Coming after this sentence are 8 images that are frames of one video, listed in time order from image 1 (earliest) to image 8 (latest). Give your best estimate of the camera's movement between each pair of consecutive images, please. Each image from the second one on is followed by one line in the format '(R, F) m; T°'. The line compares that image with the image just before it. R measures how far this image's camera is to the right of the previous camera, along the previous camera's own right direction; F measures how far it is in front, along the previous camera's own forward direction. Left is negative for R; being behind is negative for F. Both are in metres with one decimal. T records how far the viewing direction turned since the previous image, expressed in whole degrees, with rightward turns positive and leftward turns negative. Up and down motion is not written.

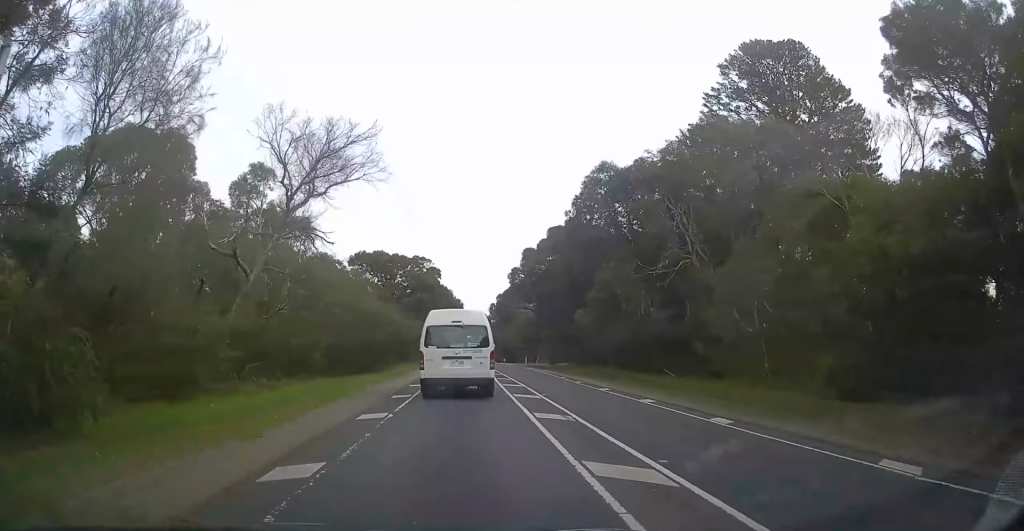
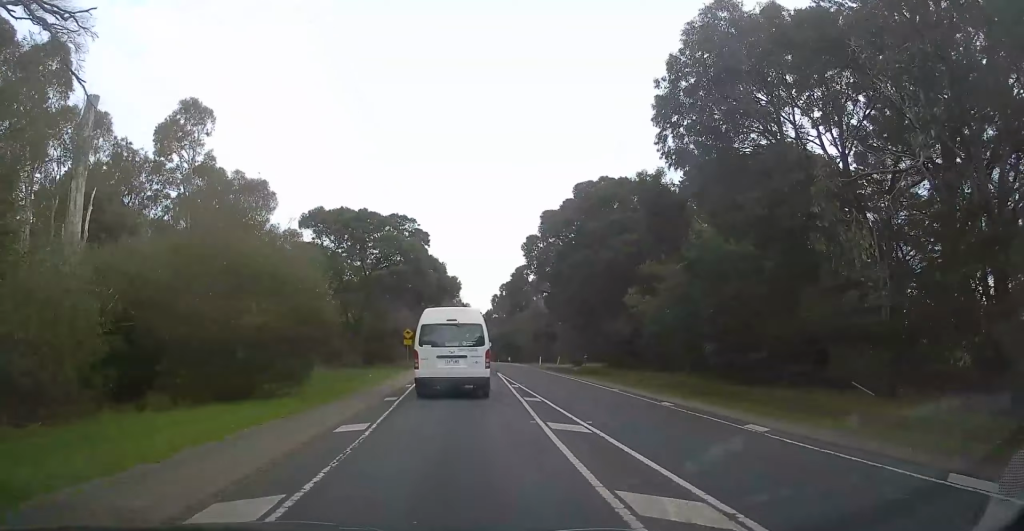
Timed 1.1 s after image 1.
(0.0, +18.3) m; -1°
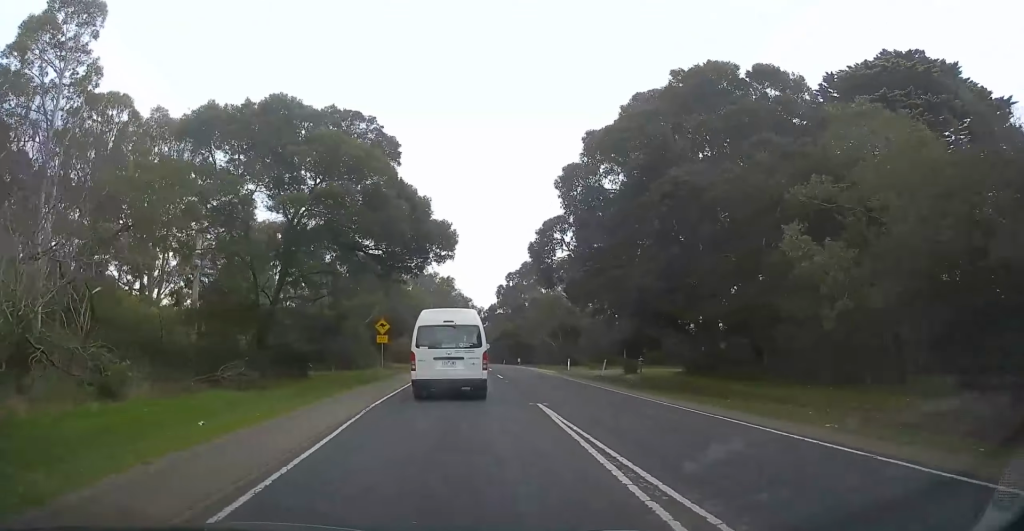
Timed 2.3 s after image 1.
(-0.5, +19.8) m; -1°
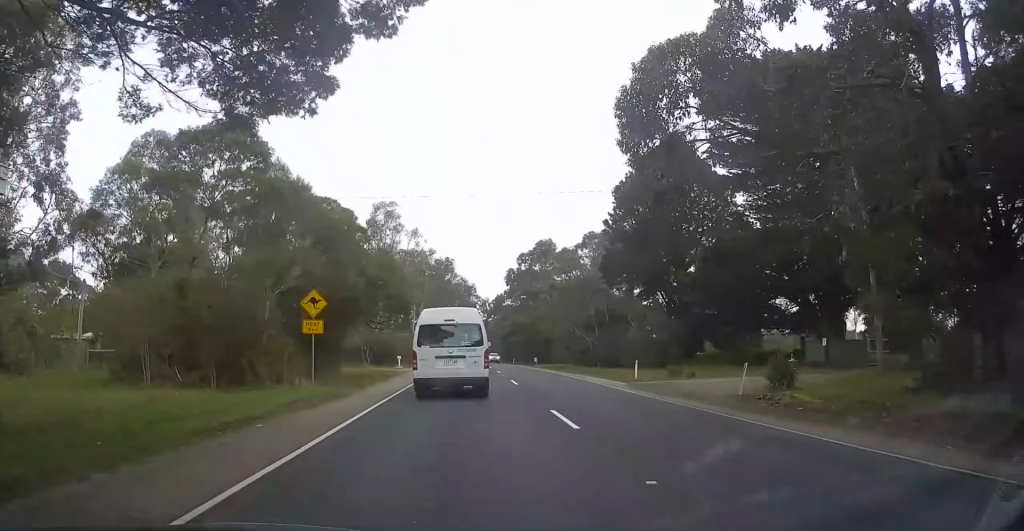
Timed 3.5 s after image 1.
(+0.4, +20.0) m; +2°
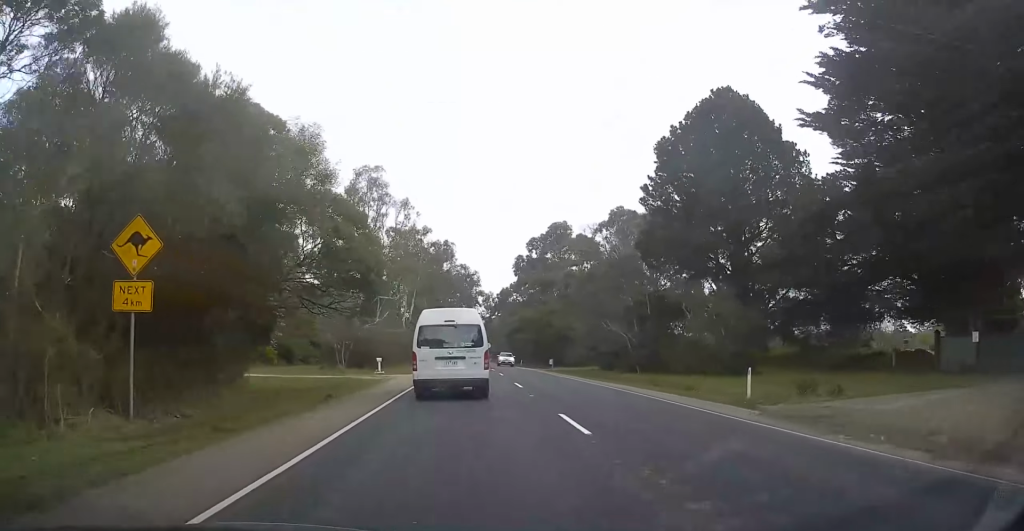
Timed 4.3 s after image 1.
(0.0, +13.5) m; 0°
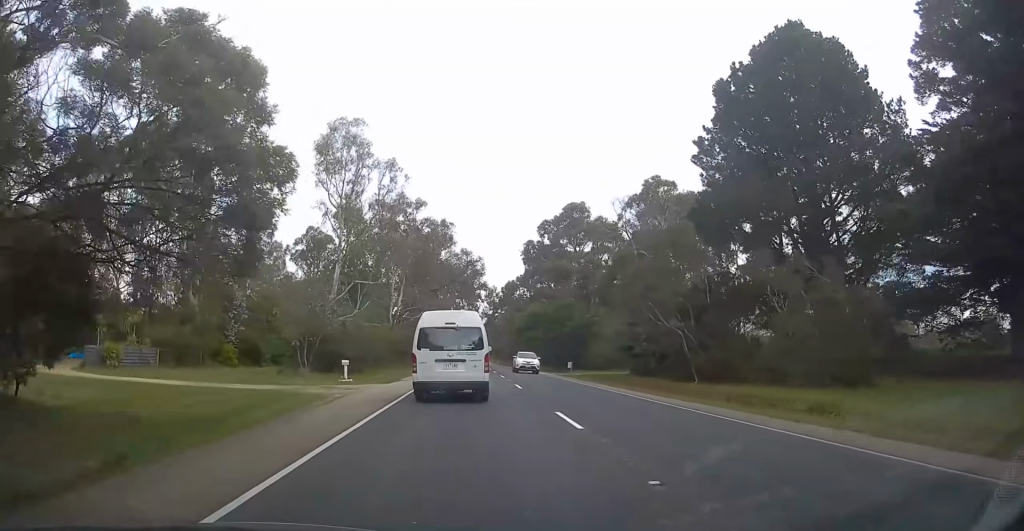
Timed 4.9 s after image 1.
(0.0, +11.3) m; 0°
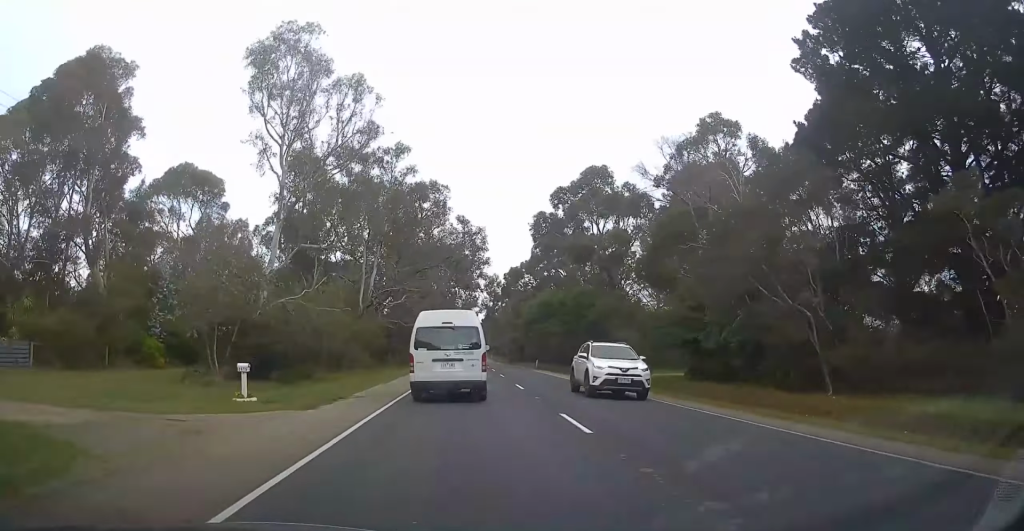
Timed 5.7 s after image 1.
(0.0, +13.9) m; 0°
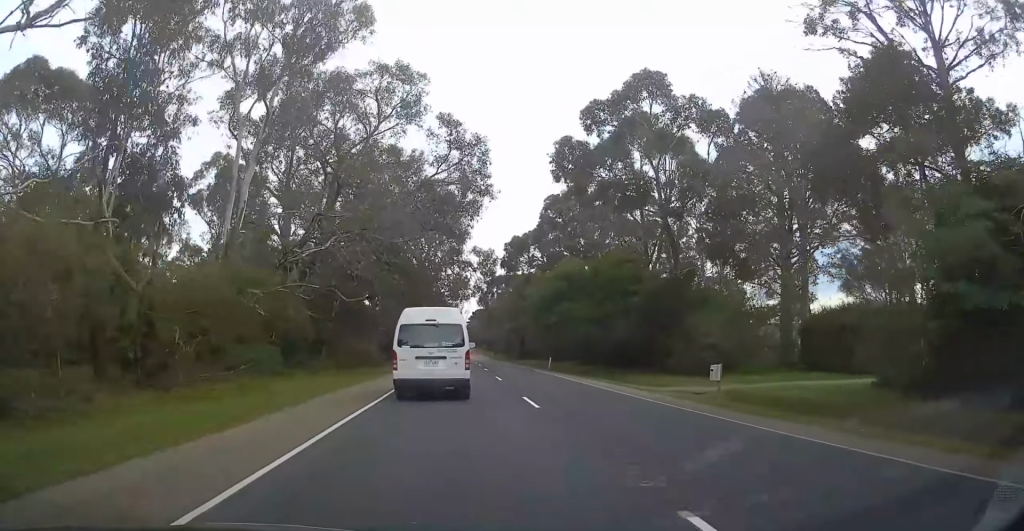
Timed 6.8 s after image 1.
(+0.1, +20.6) m; -1°
